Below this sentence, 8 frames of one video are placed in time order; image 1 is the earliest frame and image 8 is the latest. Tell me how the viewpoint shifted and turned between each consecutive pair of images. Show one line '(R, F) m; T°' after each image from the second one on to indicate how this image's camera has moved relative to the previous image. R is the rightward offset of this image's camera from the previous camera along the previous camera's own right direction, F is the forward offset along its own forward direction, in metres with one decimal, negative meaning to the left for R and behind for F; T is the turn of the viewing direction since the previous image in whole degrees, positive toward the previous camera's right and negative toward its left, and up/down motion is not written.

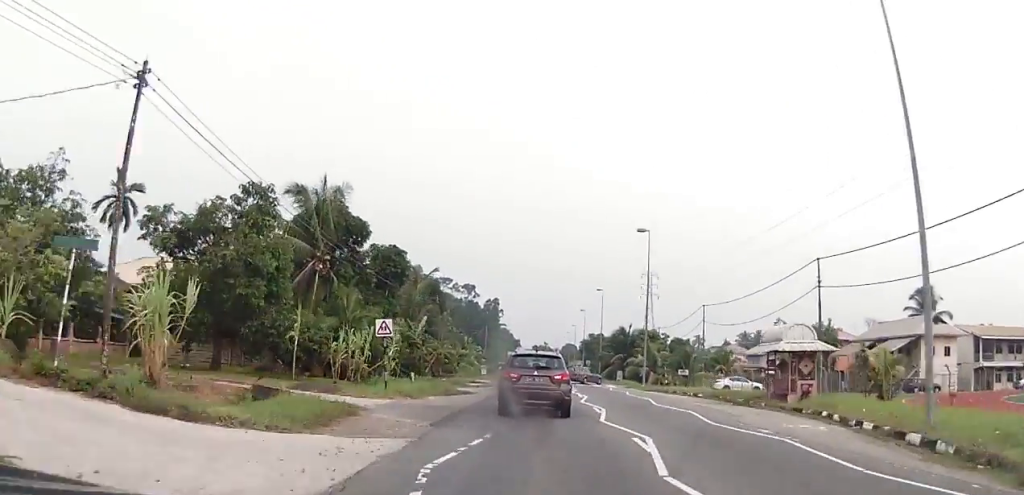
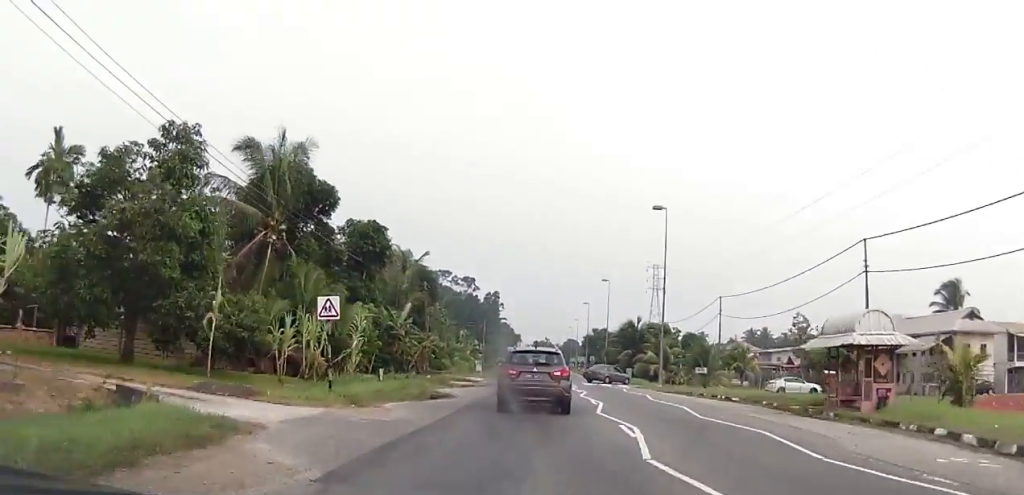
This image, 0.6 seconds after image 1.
(+0.2, +6.8) m; +1°
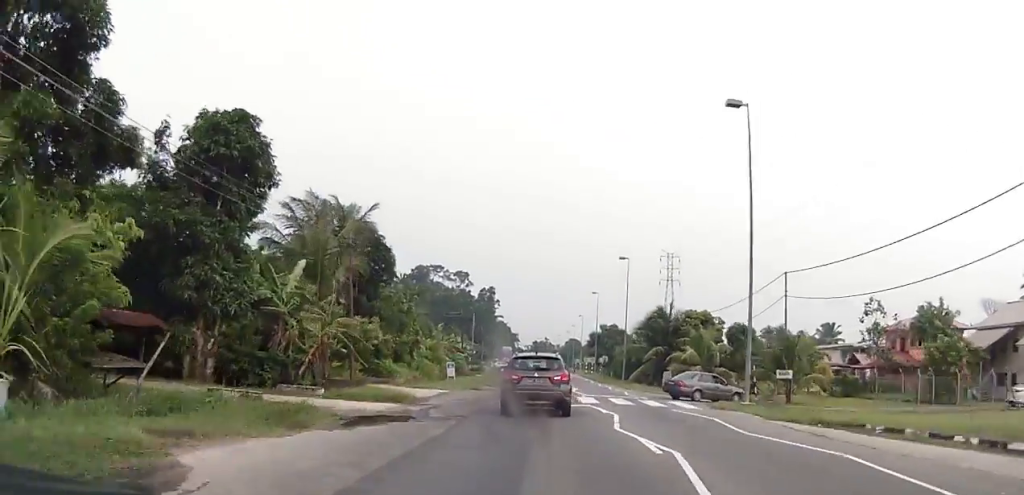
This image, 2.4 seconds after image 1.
(+0.1, +19.9) m; +1°
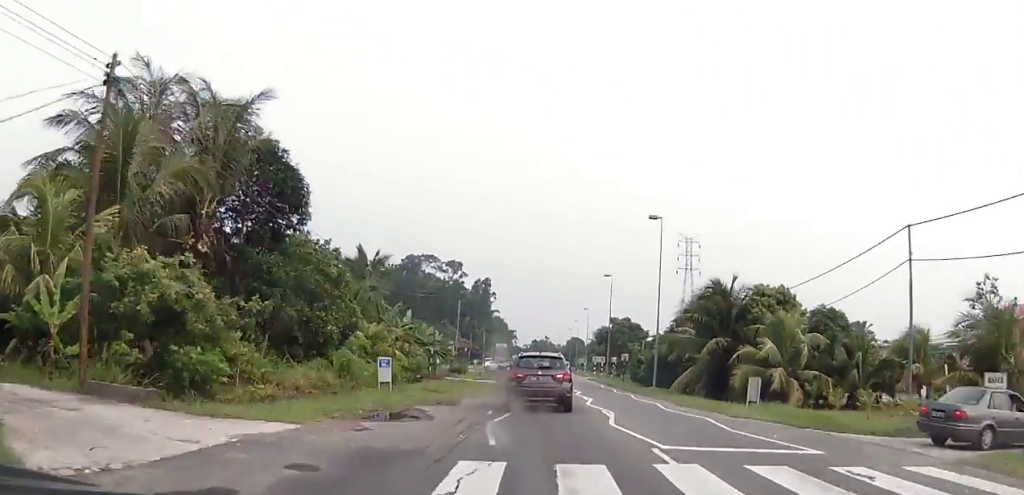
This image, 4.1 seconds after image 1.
(+0.2, +19.3) m; -1°
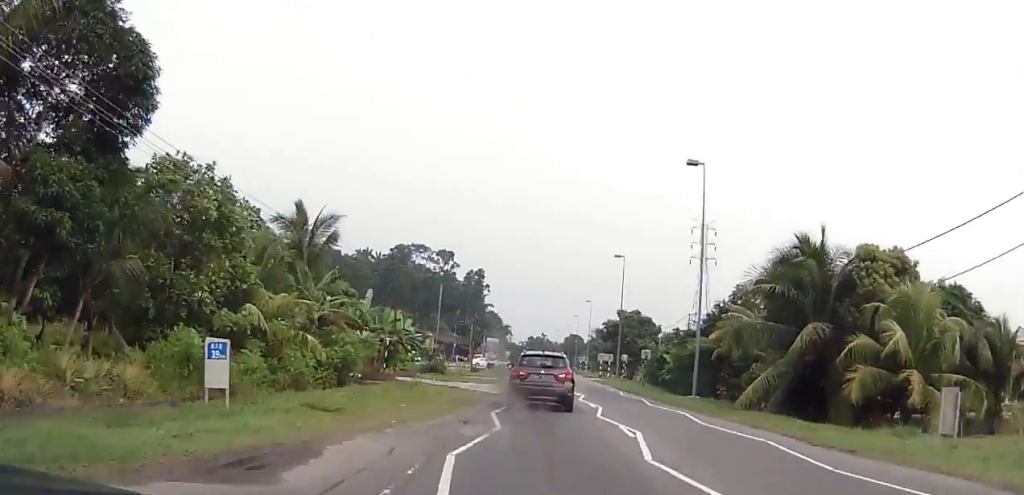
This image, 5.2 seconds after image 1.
(-0.3, +13.7) m; -1°
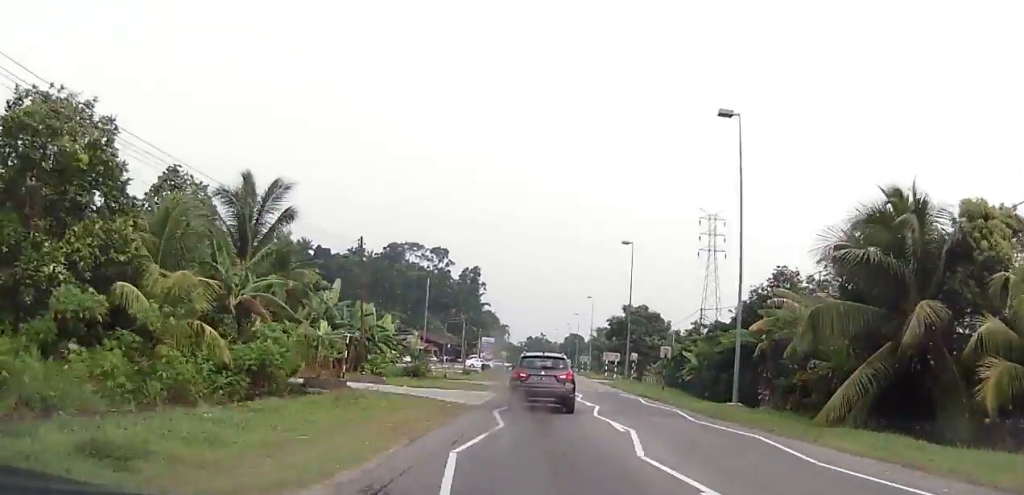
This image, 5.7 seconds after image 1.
(-0.1, +7.3) m; 0°
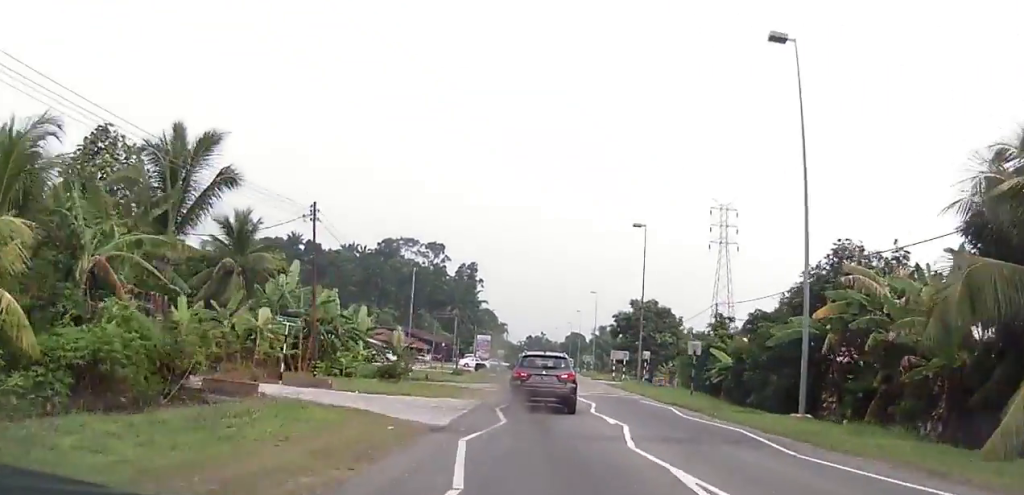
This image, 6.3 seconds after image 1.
(+0.1, +7.2) m; +1°
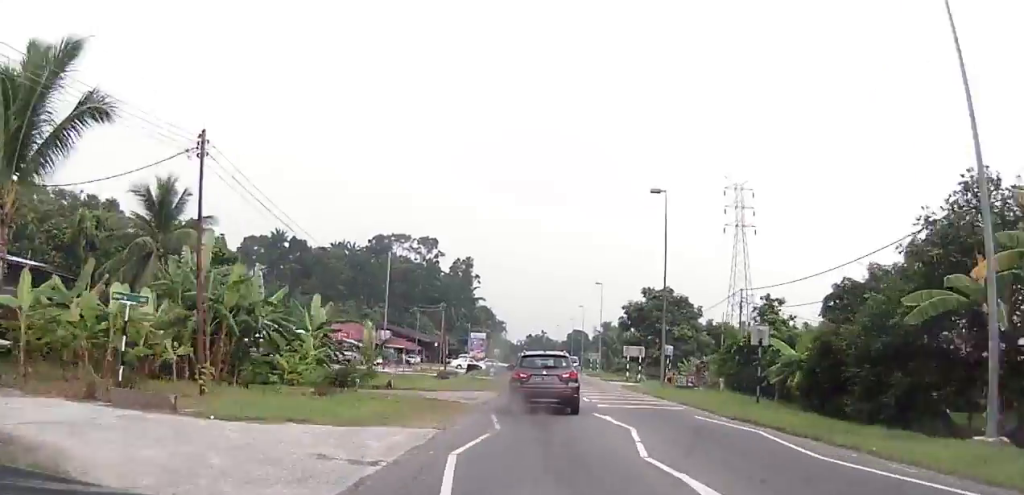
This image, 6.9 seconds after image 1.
(+0.1, +9.1) m; +1°
